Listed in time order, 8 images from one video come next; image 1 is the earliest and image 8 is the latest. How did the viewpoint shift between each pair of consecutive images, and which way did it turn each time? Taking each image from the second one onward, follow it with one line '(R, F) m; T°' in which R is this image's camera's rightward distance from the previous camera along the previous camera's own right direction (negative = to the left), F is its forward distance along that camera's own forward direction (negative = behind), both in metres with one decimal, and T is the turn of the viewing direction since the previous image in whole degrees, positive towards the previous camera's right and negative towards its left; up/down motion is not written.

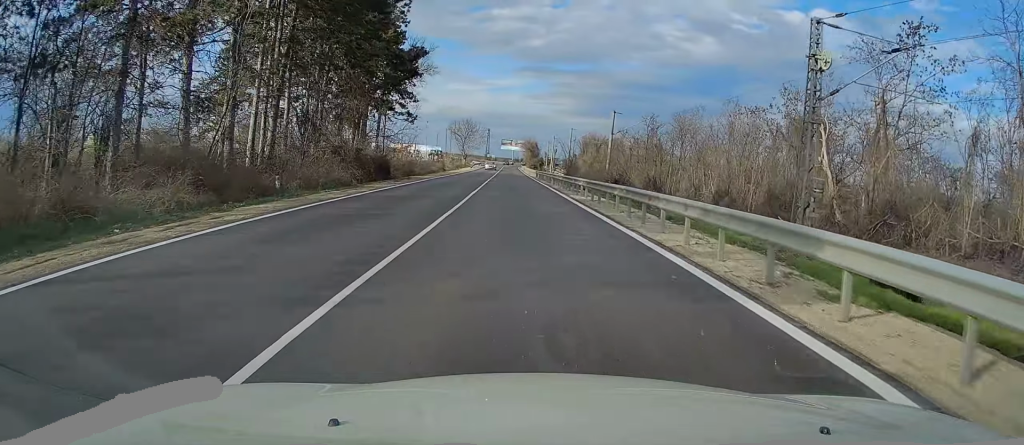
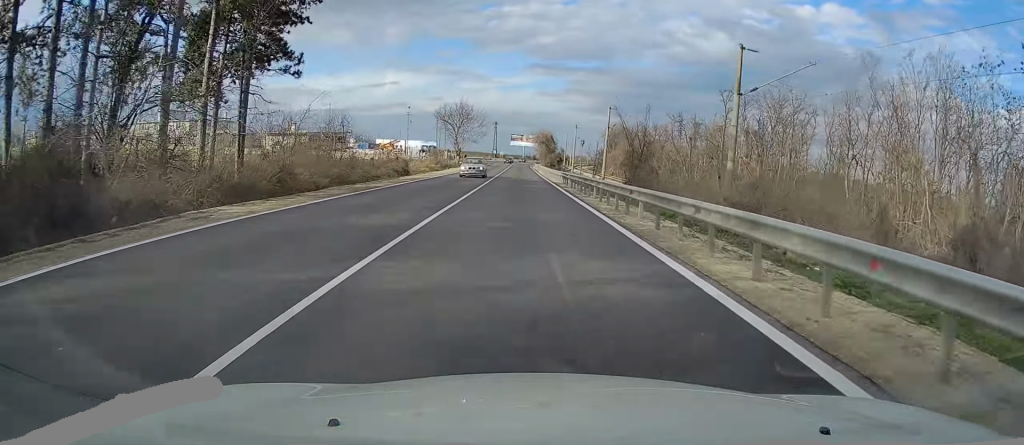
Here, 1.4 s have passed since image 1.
(-0.7, +33.8) m; -2°
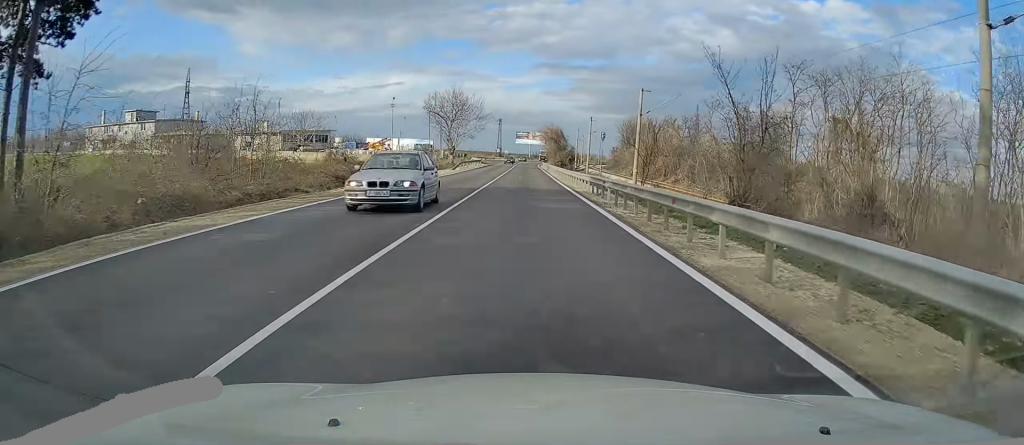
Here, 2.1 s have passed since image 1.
(-0.1, +16.4) m; 0°
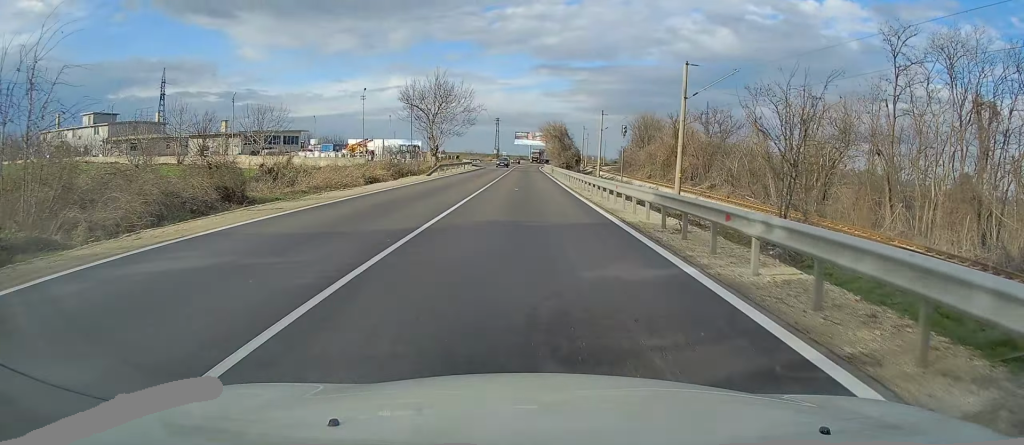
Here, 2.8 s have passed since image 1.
(0.0, +15.3) m; 0°
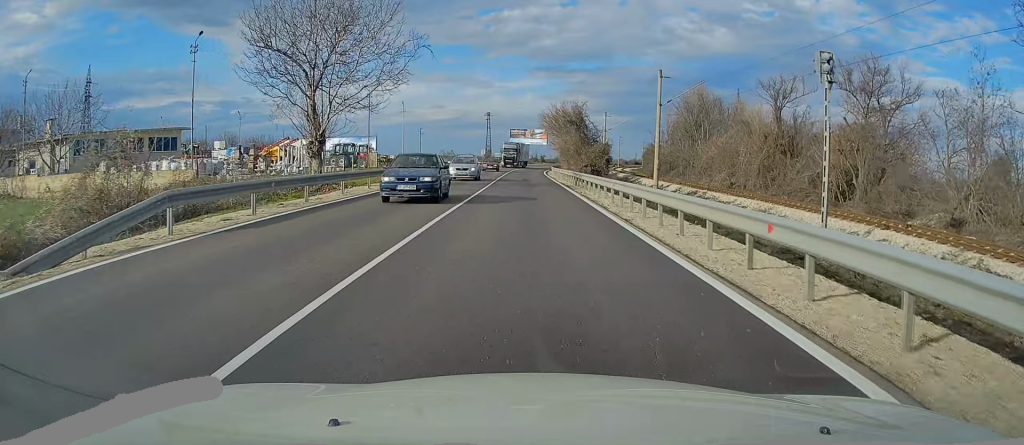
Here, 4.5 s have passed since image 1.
(-0.3, +37.5) m; 0°
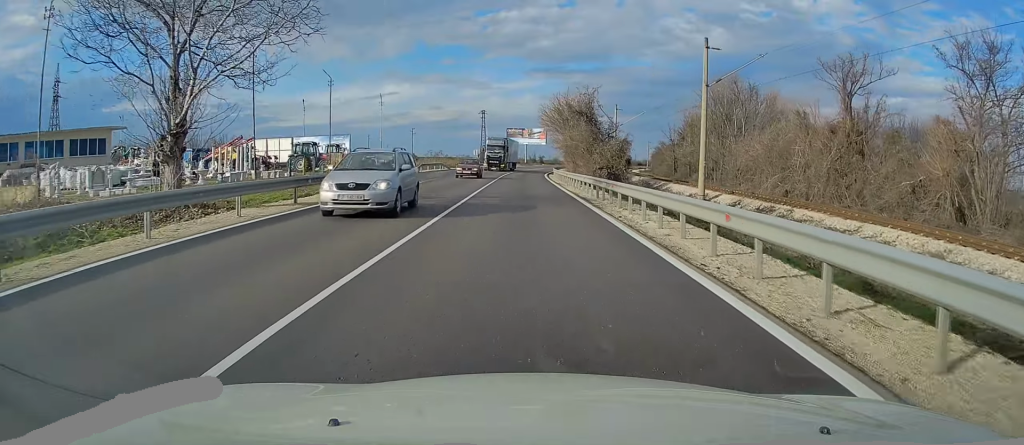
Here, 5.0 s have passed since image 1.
(0.0, +12.6) m; 0°
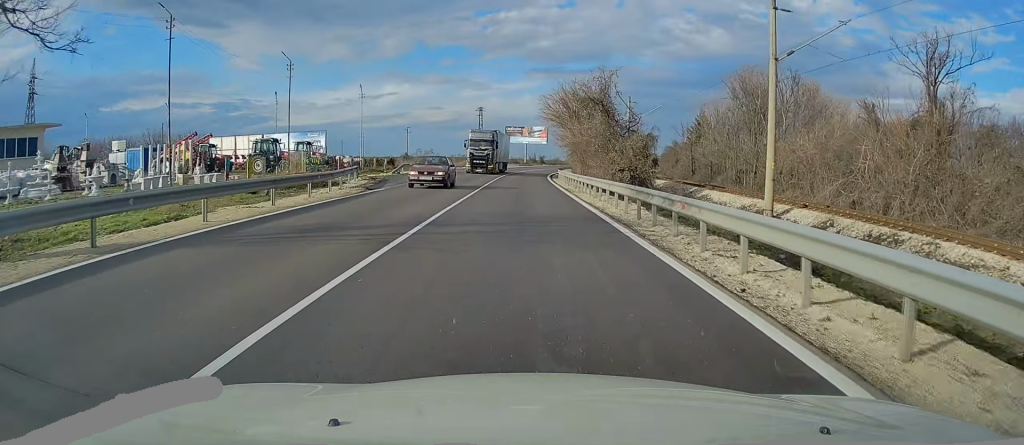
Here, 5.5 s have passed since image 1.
(0.0, +9.6) m; 0°
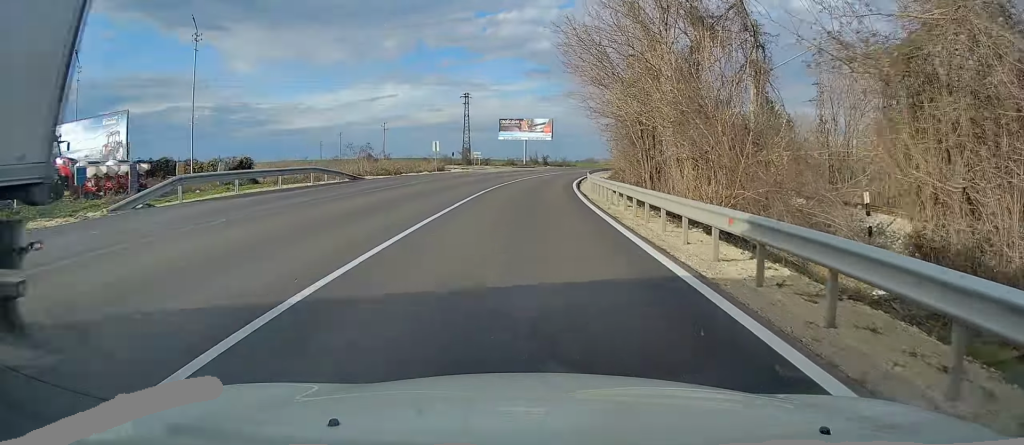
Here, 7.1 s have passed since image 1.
(+0.2, +36.8) m; +1°
